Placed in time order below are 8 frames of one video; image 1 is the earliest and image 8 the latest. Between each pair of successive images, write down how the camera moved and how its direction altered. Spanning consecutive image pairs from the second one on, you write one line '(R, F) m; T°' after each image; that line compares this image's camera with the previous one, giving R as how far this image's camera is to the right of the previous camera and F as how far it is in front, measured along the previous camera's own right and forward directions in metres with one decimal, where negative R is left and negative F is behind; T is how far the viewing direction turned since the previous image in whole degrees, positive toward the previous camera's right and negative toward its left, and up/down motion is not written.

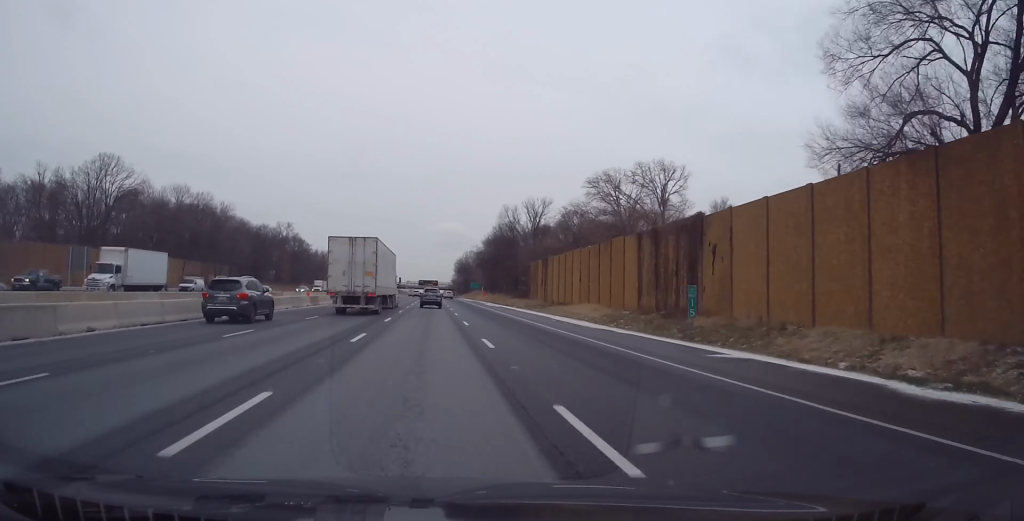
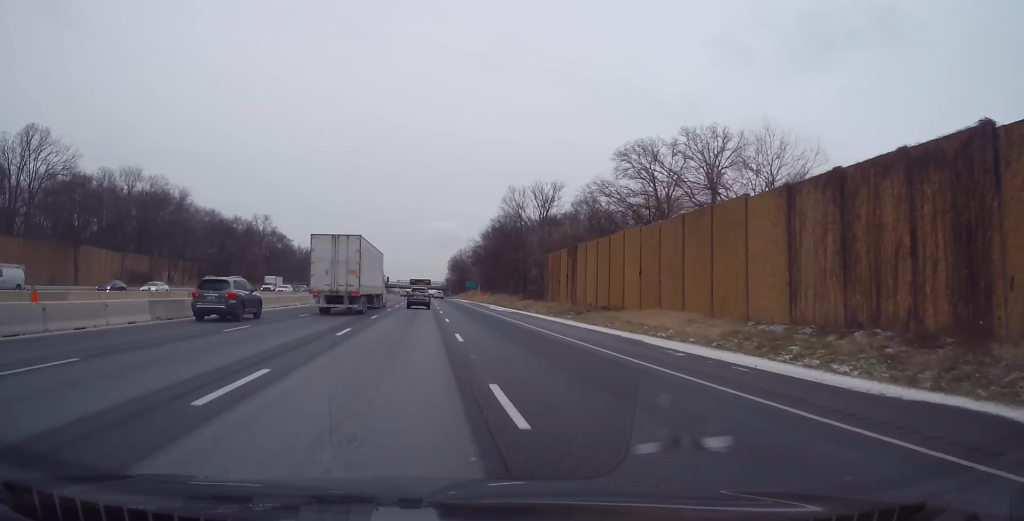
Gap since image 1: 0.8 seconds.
(+0.3, +22.2) m; 0°
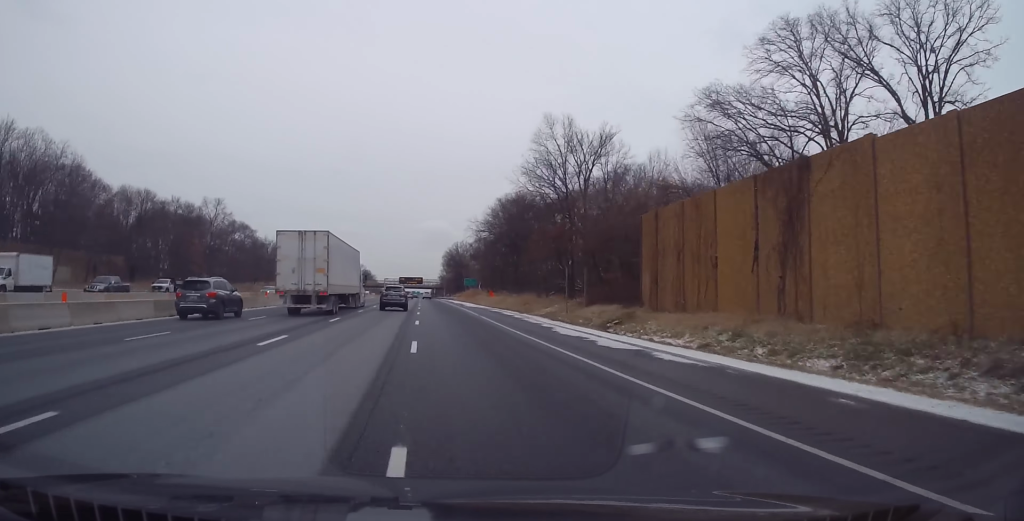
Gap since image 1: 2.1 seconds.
(-0.3, +39.1) m; 0°
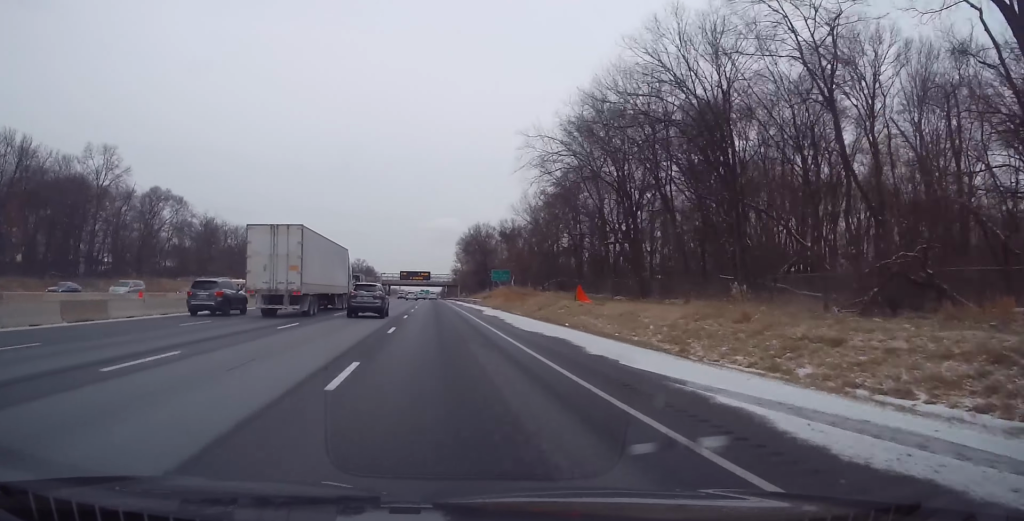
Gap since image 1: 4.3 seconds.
(+0.3, +65.4) m; 0°
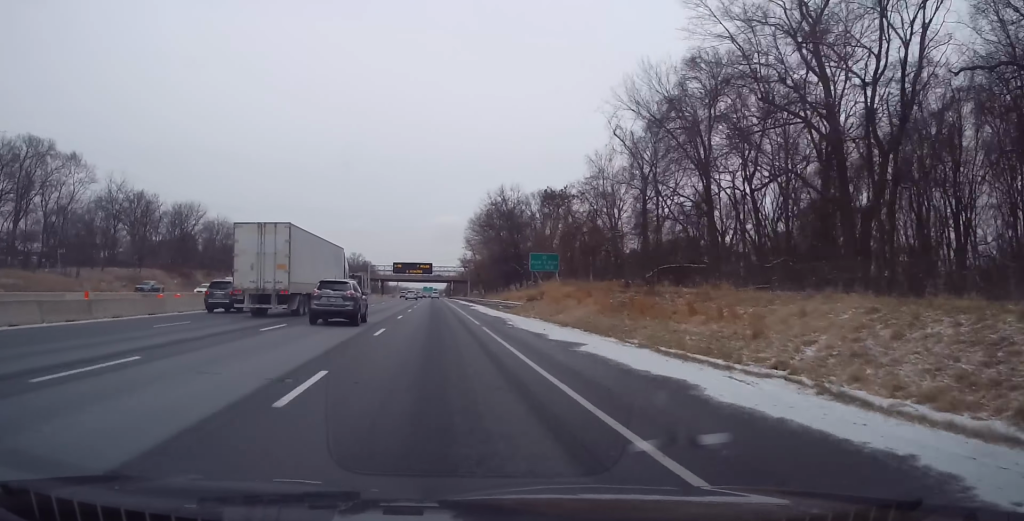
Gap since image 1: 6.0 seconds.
(-0.1, +48.6) m; -1°
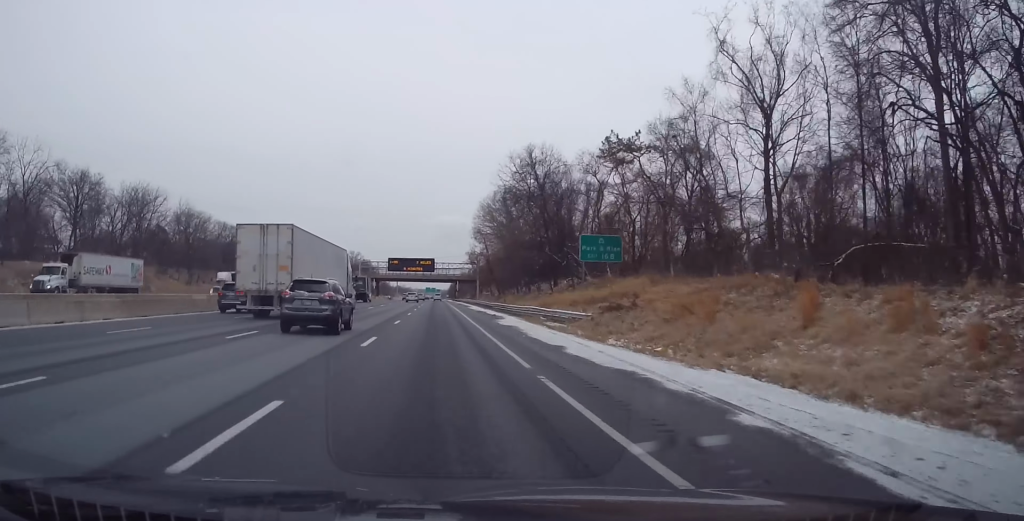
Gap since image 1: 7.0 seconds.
(-0.2, +27.4) m; 0°
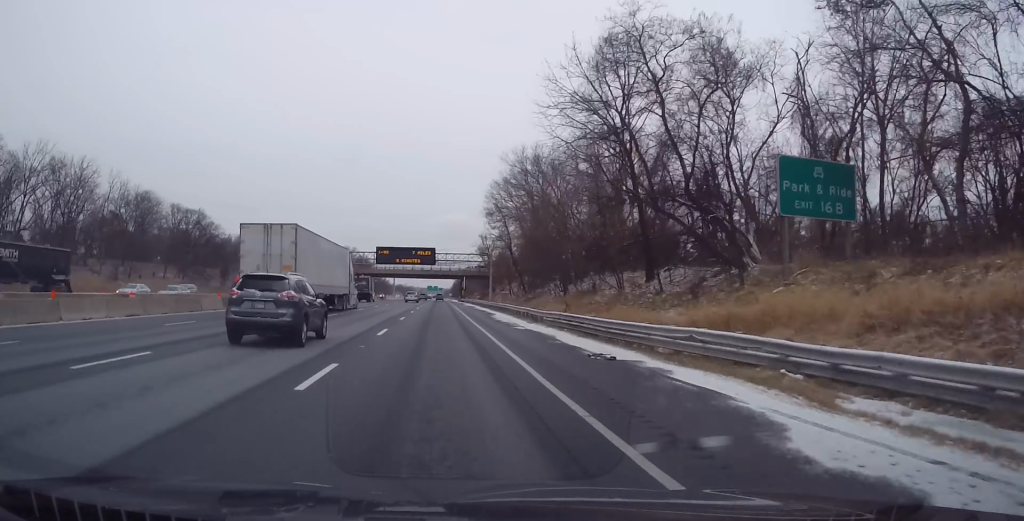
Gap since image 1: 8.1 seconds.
(0.0, +31.2) m; 0°
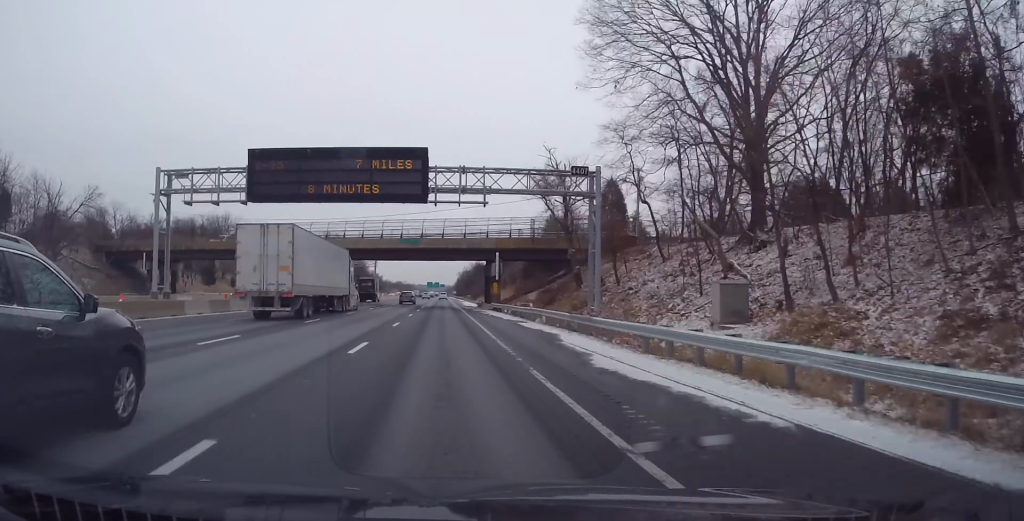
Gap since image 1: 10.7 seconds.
(0.0, +76.4) m; 0°
